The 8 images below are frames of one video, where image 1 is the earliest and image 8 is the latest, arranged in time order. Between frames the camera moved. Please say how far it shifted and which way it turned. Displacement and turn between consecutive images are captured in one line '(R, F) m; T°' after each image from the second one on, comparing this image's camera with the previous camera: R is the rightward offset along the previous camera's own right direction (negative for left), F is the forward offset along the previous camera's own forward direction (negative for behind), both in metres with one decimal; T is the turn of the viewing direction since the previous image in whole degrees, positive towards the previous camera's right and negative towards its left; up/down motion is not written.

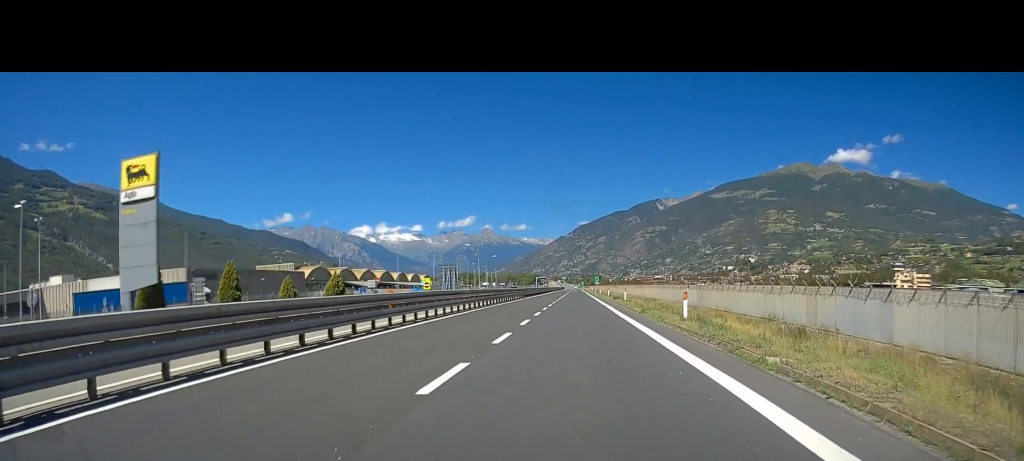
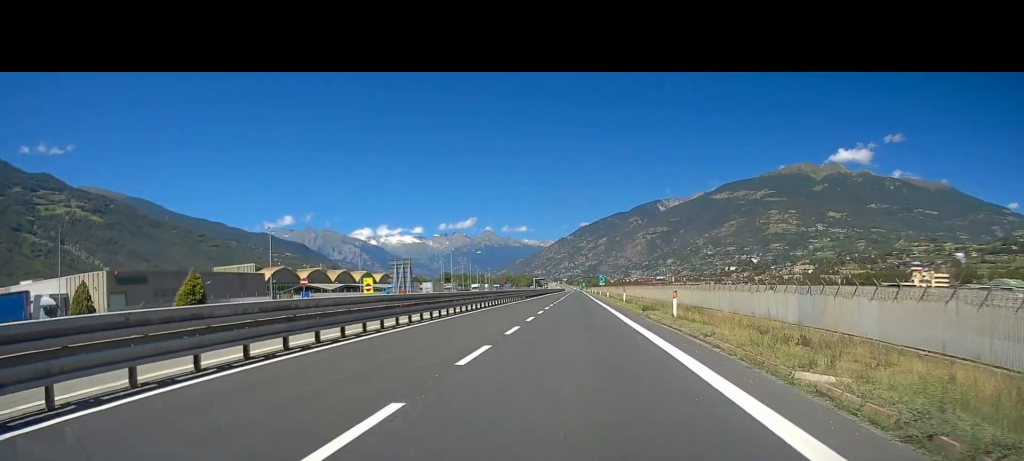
(+0.2, +25.4) m; 0°
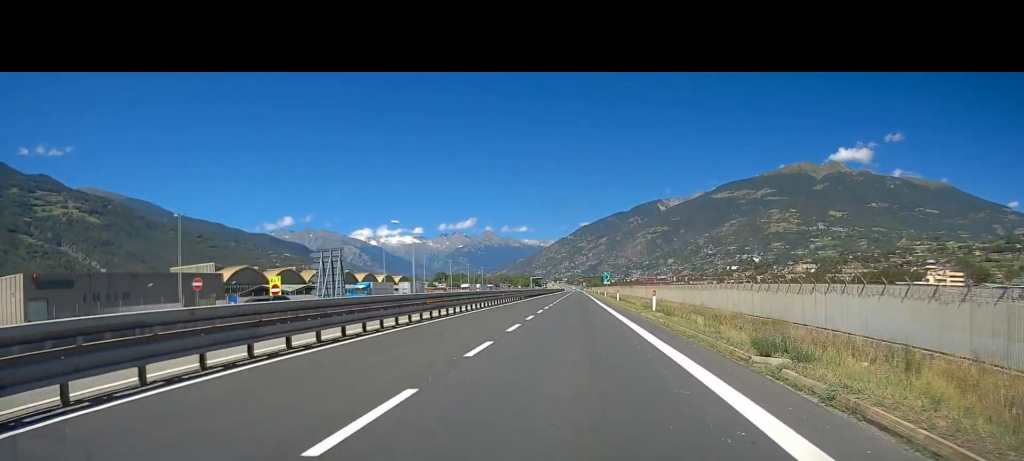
(-0.2, +20.1) m; 0°
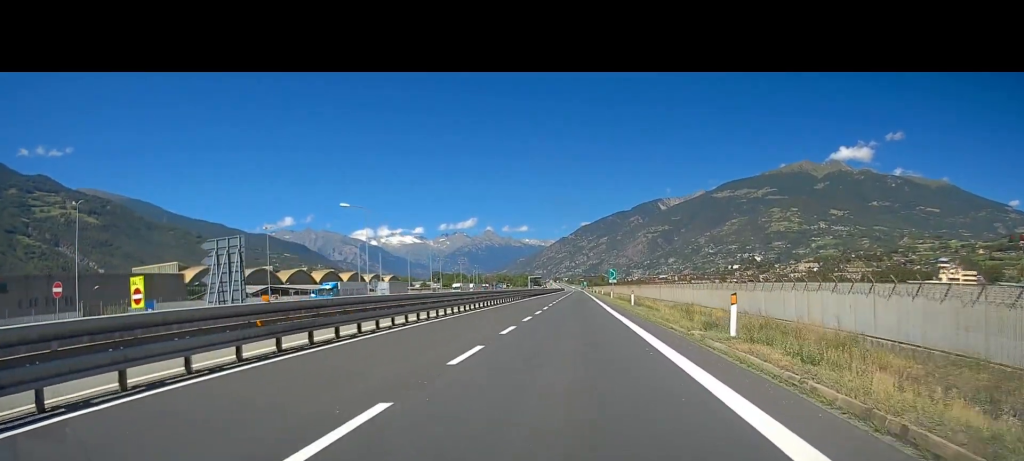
(-0.2, +15.6) m; 0°
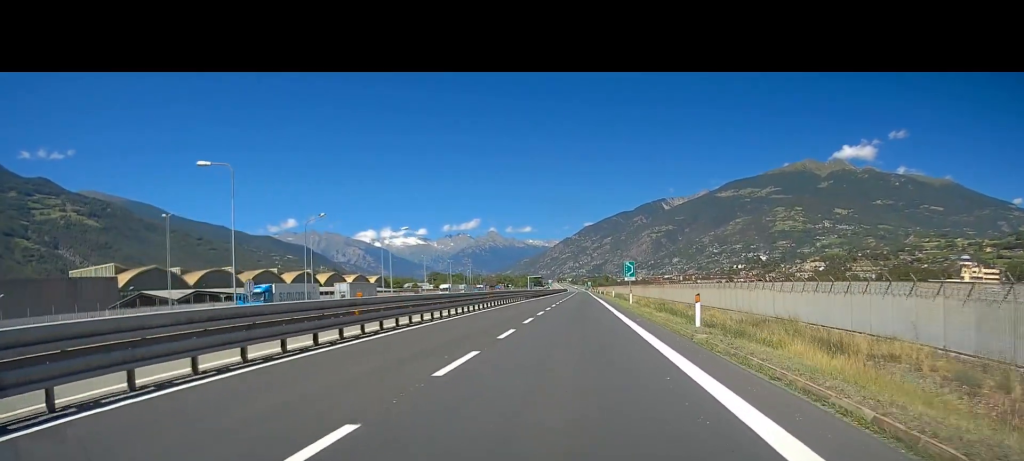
(+0.4, +22.6) m; 0°
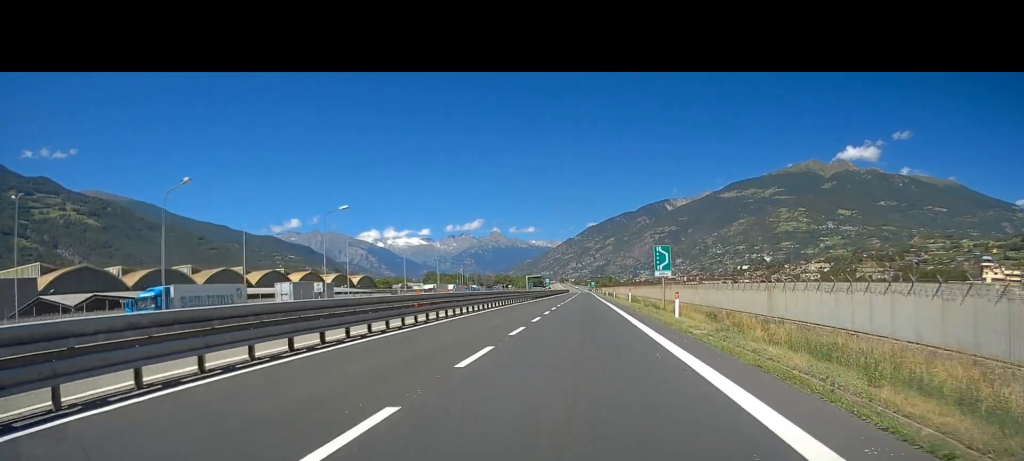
(-0.4, +21.0) m; -1°
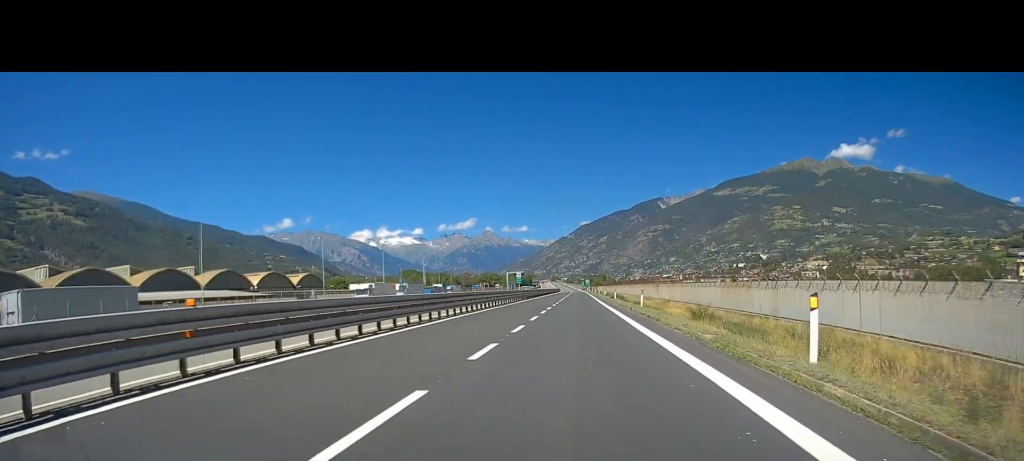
(-0.1, +42.4) m; +1°
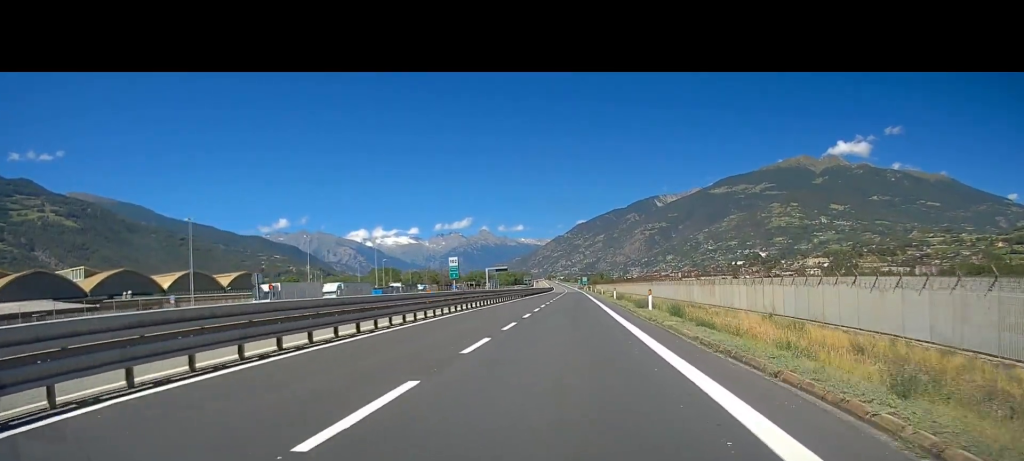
(+0.6, +35.3) m; +1°
